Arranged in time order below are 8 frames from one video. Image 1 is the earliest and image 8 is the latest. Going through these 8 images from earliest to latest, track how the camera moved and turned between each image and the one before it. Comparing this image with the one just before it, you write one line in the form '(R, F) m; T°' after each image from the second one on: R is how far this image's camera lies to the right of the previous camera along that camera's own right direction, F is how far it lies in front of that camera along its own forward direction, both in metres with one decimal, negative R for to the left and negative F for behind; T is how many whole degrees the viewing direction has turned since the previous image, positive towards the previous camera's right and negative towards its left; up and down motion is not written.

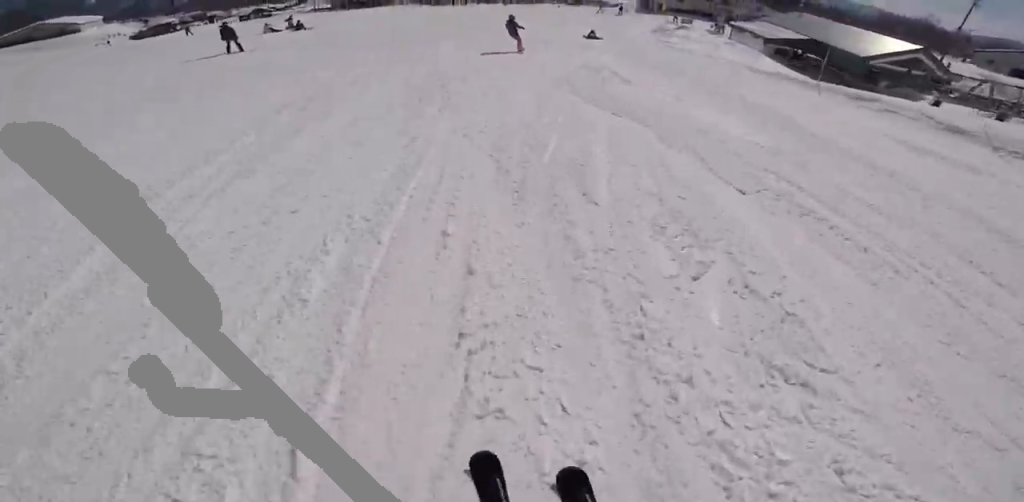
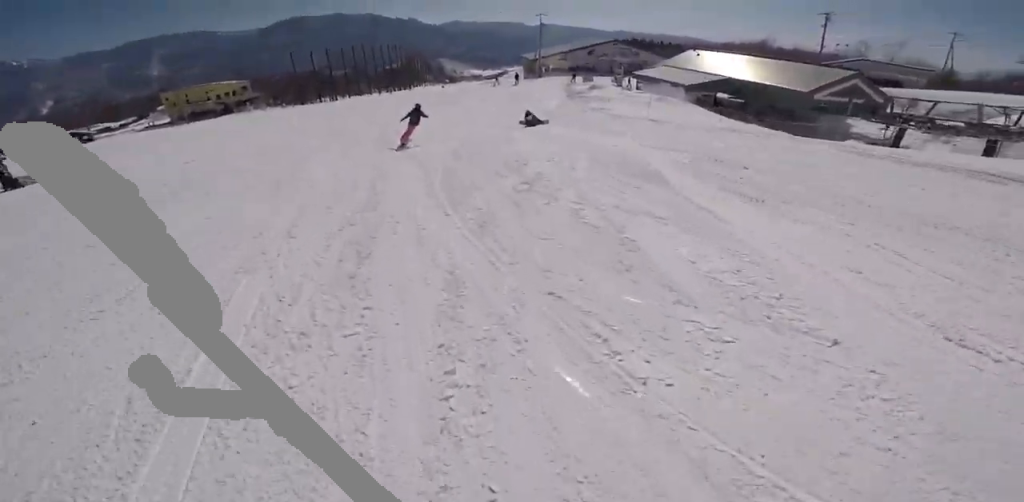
(+0.1, +11.7) m; +5°
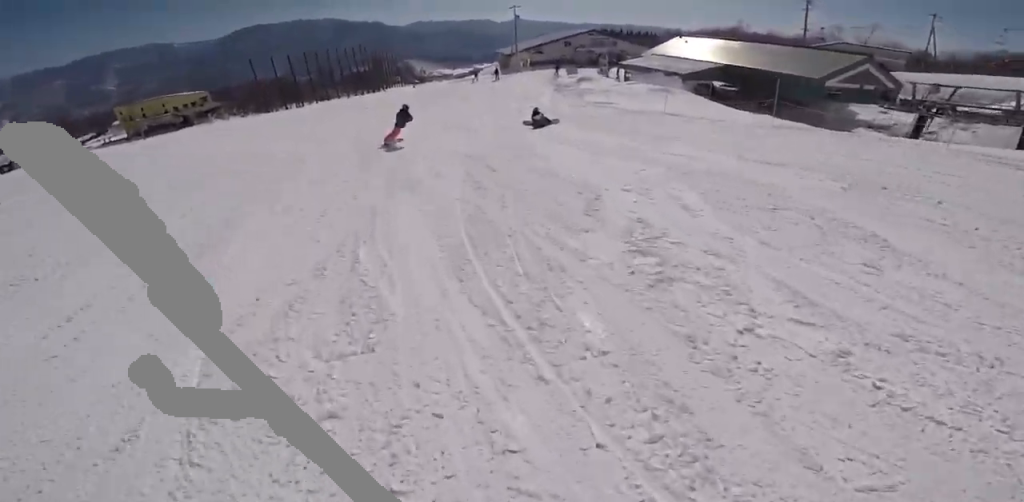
(-0.1, +3.6) m; +3°
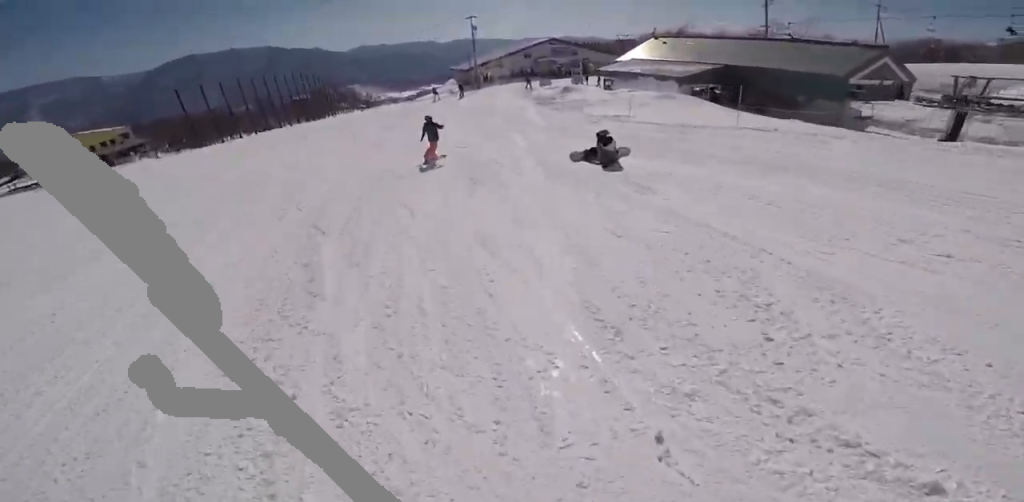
(+0.7, +6.8) m; +11°
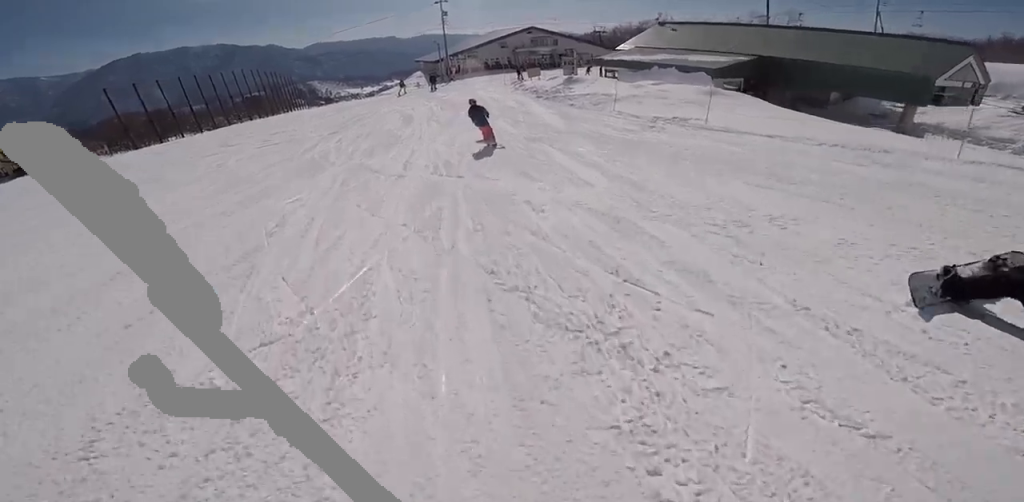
(+0.9, +7.1) m; +6°
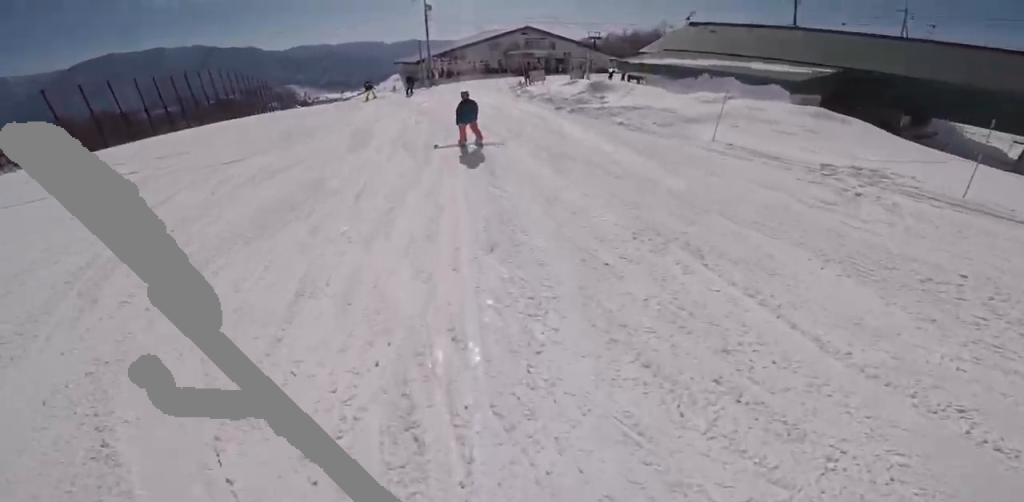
(0.0, +7.4) m; +1°
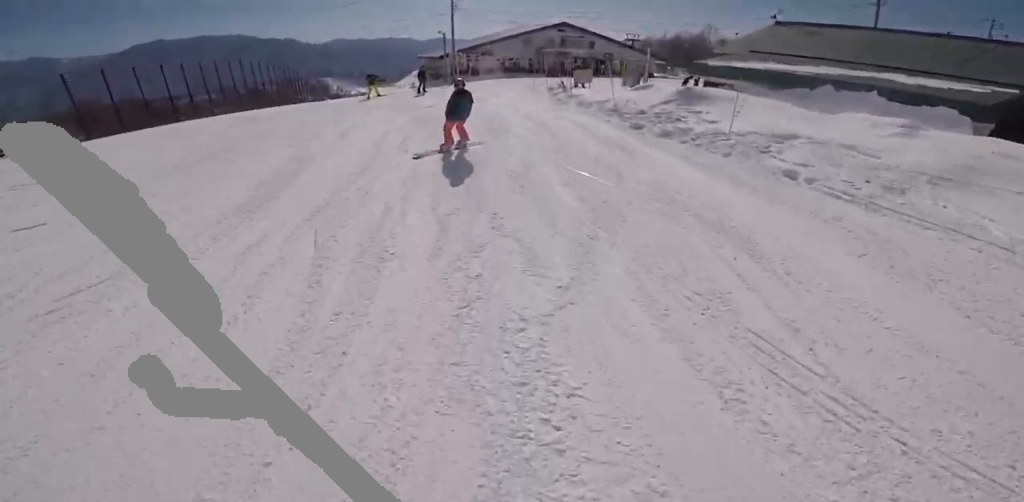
(+0.1, +6.3) m; -6°
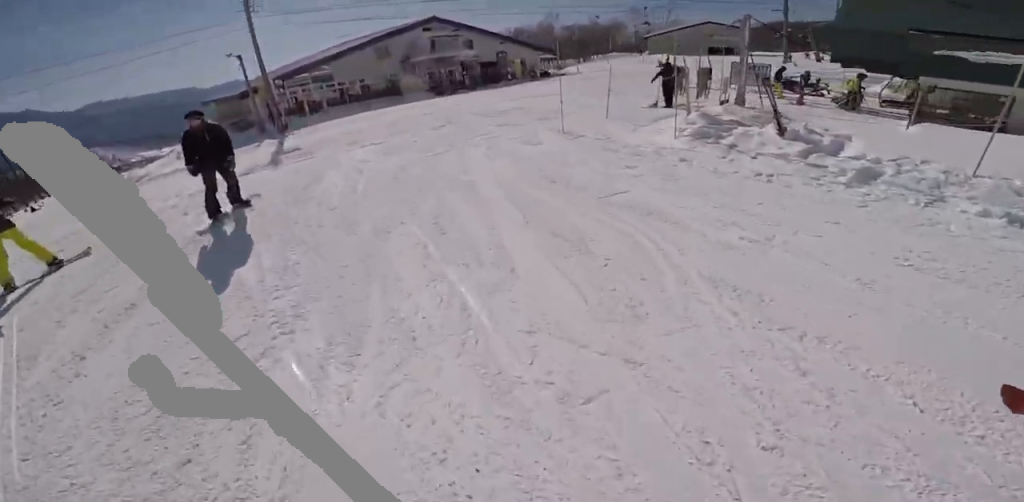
(-0.8, +14.9) m; +18°
